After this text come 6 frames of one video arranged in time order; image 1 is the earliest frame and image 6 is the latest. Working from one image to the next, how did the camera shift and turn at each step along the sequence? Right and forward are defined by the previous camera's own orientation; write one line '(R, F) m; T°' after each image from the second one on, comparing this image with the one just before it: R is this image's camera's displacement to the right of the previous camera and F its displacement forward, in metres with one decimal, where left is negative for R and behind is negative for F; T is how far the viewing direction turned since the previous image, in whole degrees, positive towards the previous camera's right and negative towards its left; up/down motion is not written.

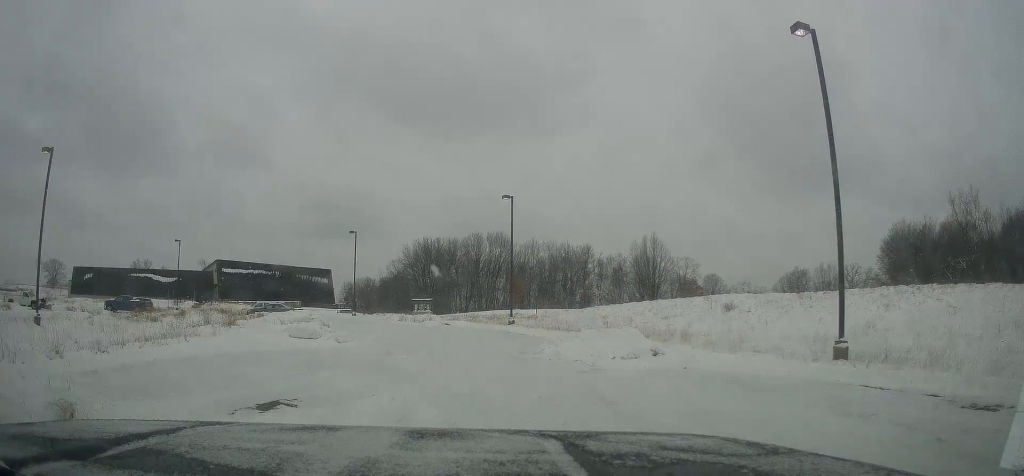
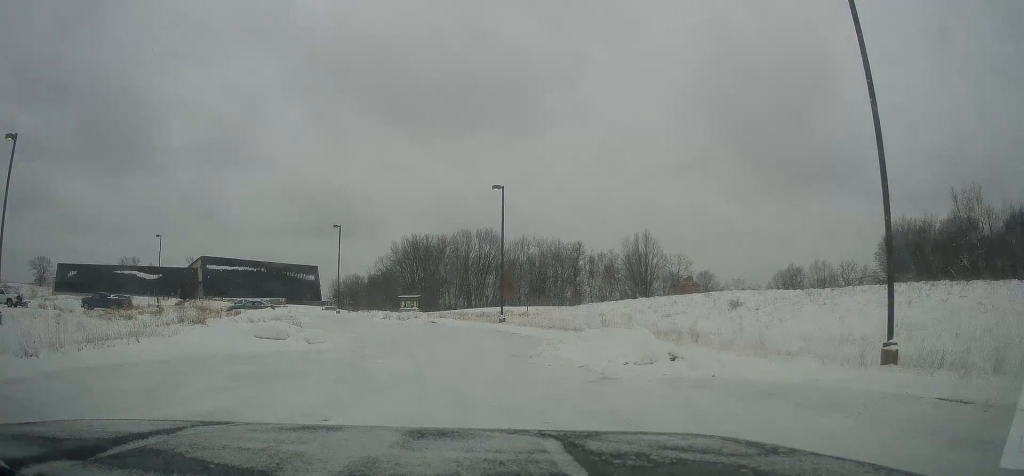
(+0.2, +2.9) m; +1°
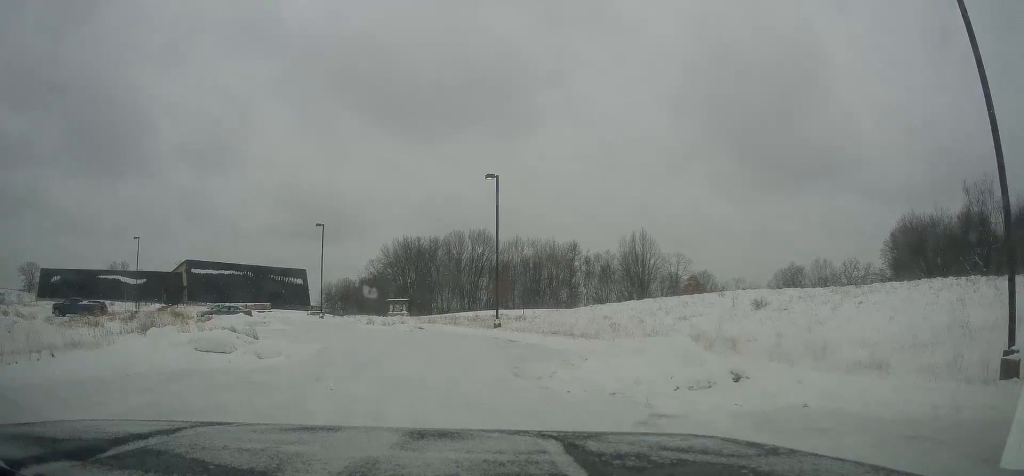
(-0.1, +4.4) m; -5°
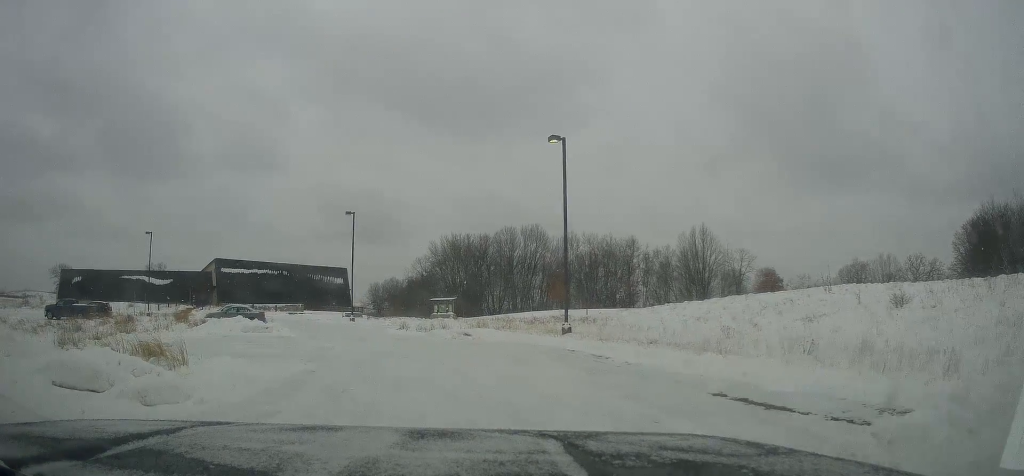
(-0.5, +8.5) m; -4°
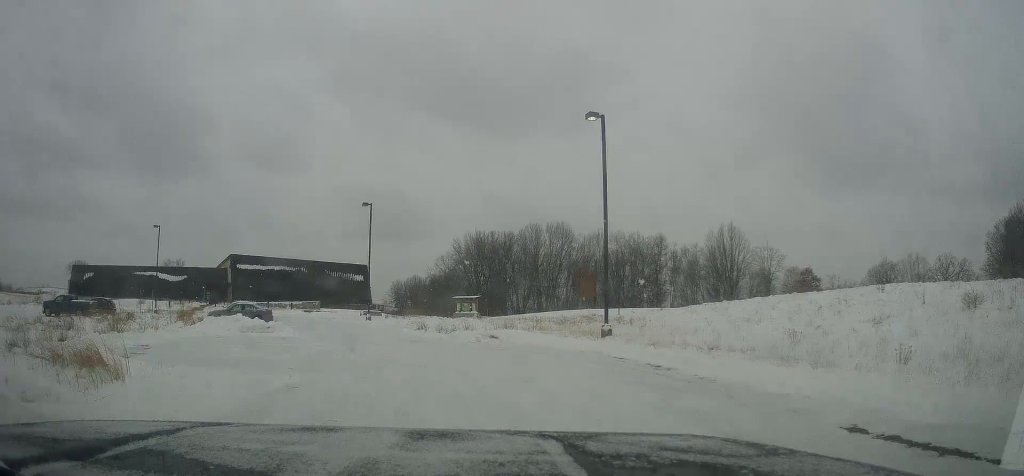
(-0.1, +3.2) m; -4°
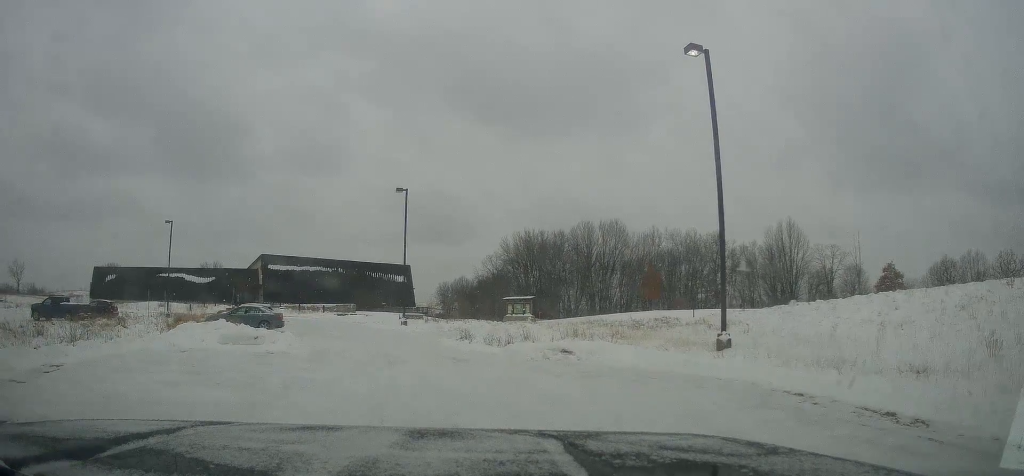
(-0.5, +7.5) m; -3°
